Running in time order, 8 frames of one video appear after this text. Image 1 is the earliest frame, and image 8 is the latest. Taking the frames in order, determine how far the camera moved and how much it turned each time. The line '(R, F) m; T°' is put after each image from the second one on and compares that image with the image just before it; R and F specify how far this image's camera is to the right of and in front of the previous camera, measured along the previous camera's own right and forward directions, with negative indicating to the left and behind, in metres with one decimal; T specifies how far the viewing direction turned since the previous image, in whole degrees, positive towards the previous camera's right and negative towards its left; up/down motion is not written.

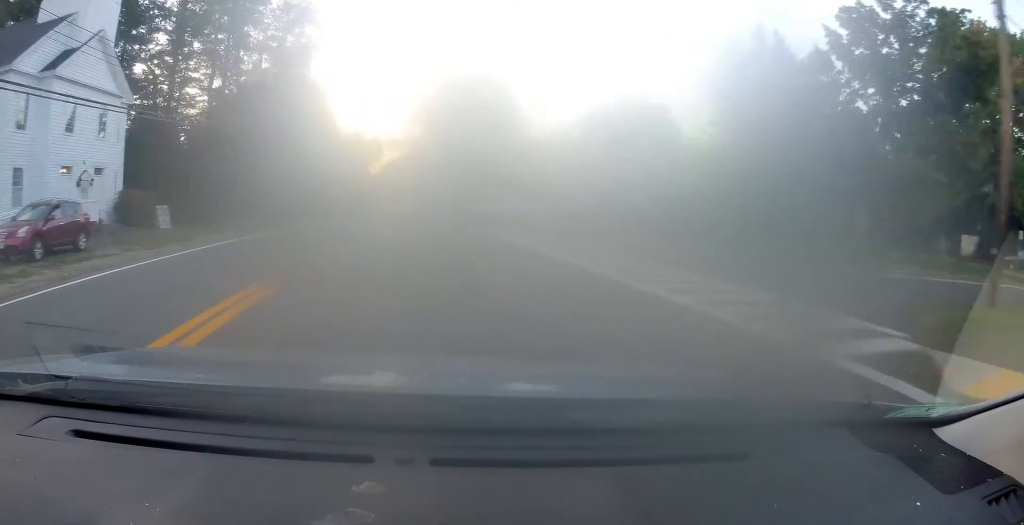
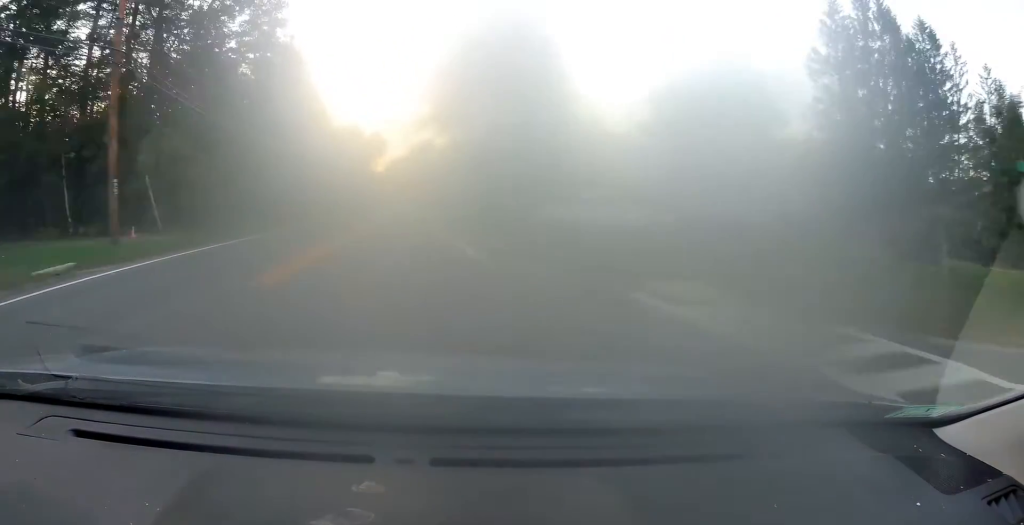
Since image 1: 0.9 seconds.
(+0.2, +17.6) m; 0°
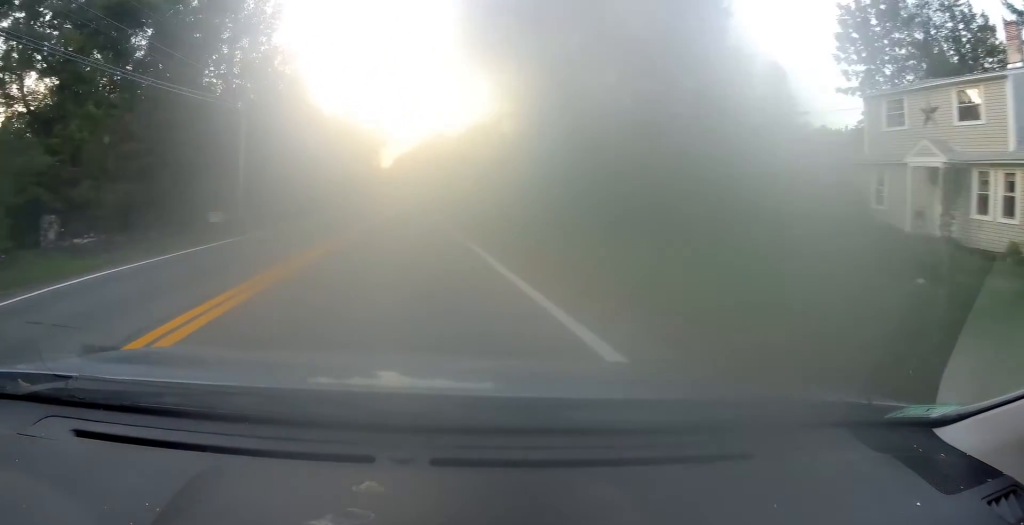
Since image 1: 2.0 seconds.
(-0.1, +21.1) m; -1°
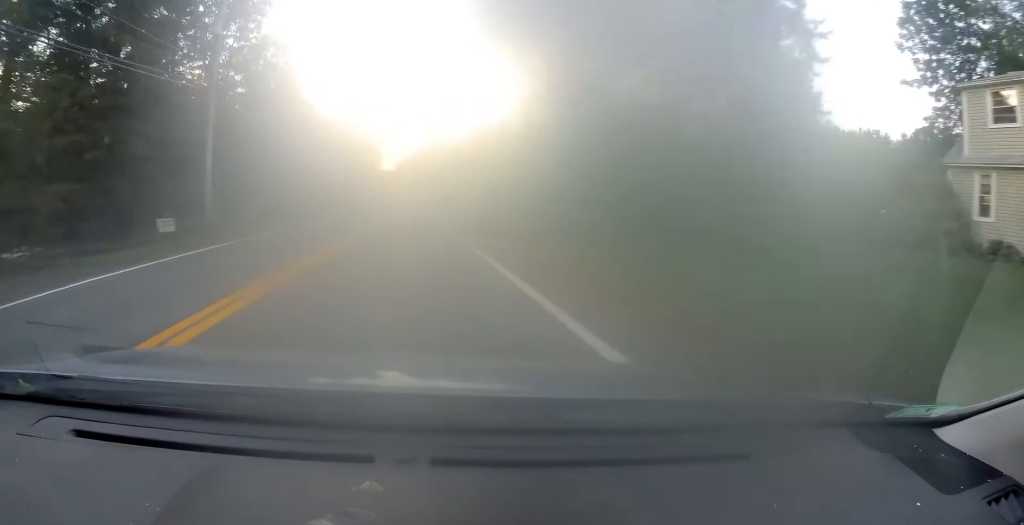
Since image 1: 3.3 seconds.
(-0.3, +23.8) m; -1°
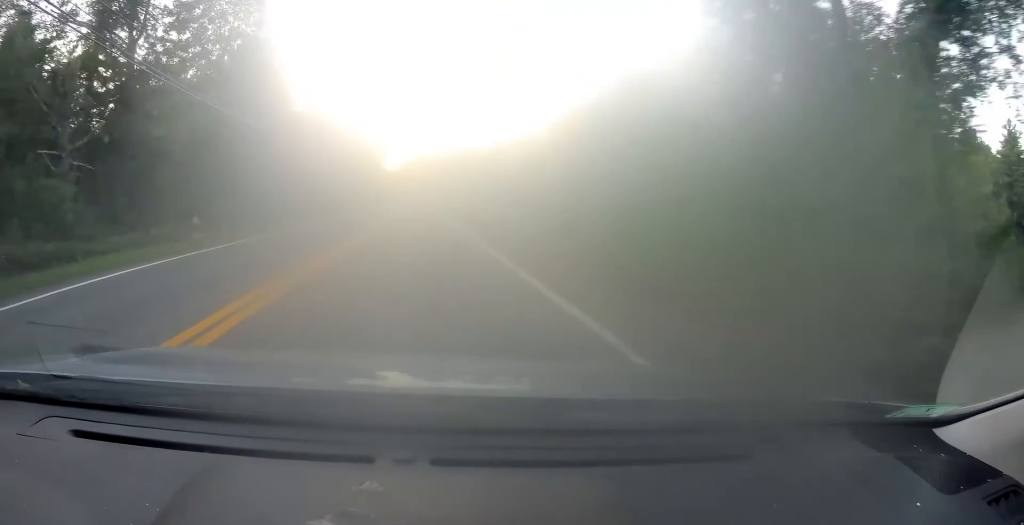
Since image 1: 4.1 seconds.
(-0.1, +16.8) m; -1°
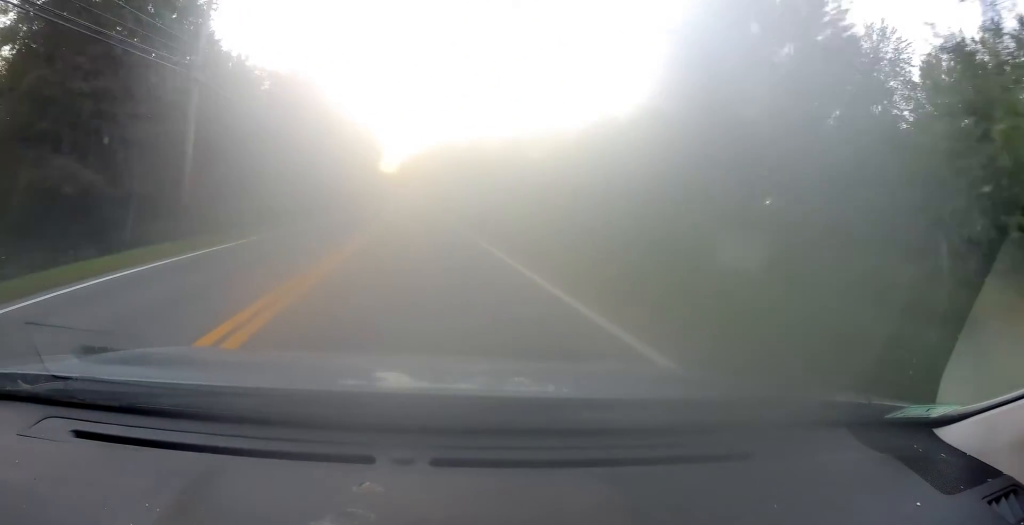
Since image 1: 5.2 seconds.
(0.0, +23.3) m; 0°
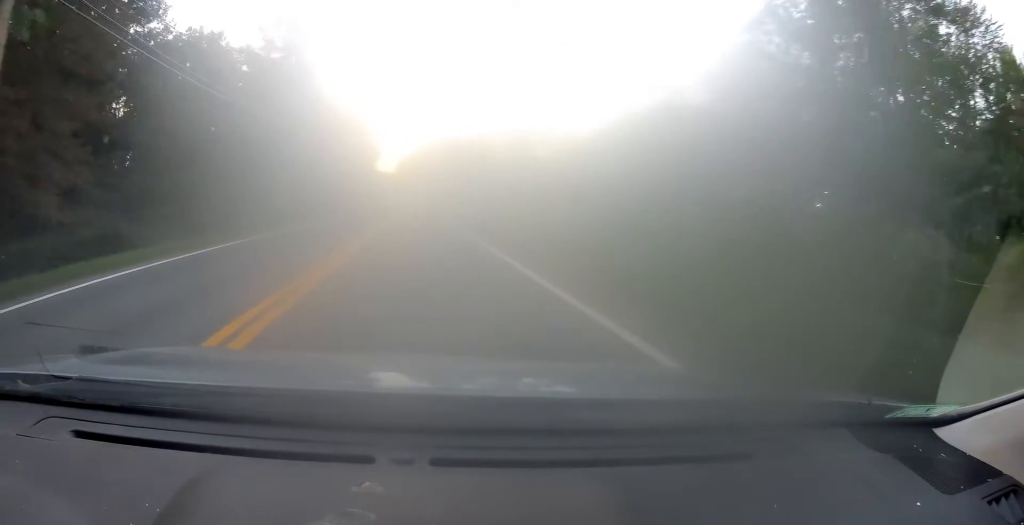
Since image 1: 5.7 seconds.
(+0.2, +10.8) m; 0°
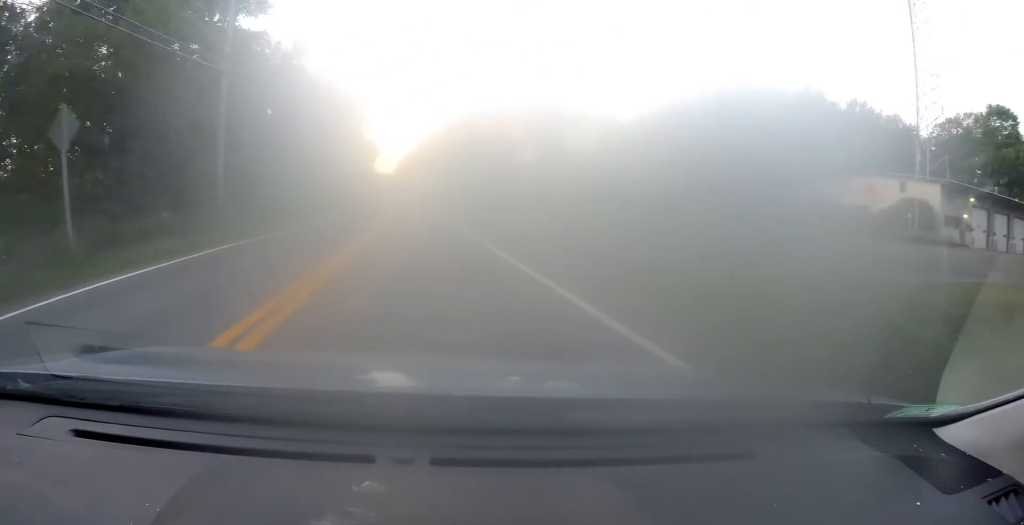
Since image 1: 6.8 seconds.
(-0.3, +22.6) m; -1°
